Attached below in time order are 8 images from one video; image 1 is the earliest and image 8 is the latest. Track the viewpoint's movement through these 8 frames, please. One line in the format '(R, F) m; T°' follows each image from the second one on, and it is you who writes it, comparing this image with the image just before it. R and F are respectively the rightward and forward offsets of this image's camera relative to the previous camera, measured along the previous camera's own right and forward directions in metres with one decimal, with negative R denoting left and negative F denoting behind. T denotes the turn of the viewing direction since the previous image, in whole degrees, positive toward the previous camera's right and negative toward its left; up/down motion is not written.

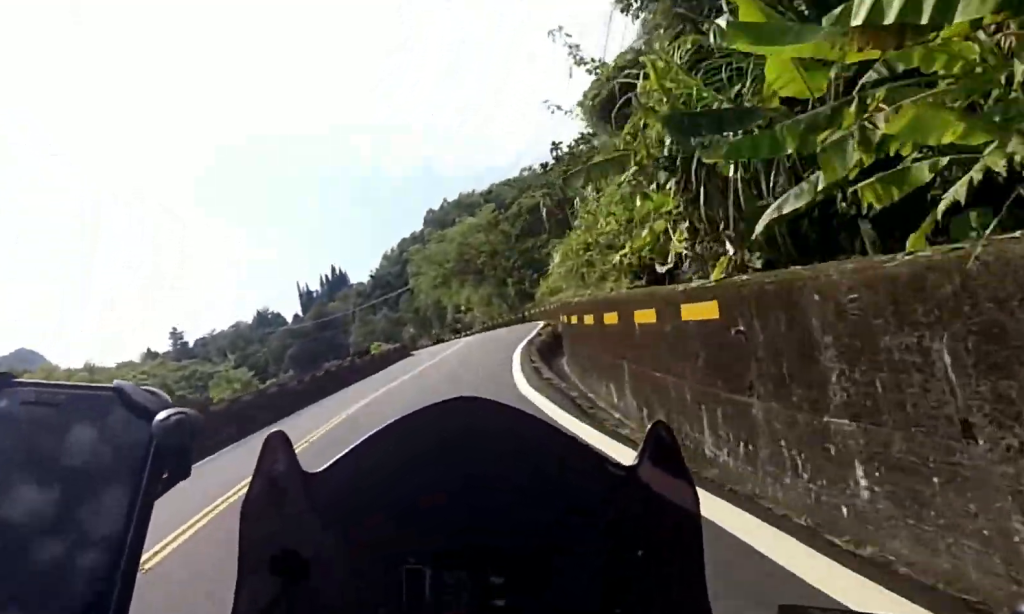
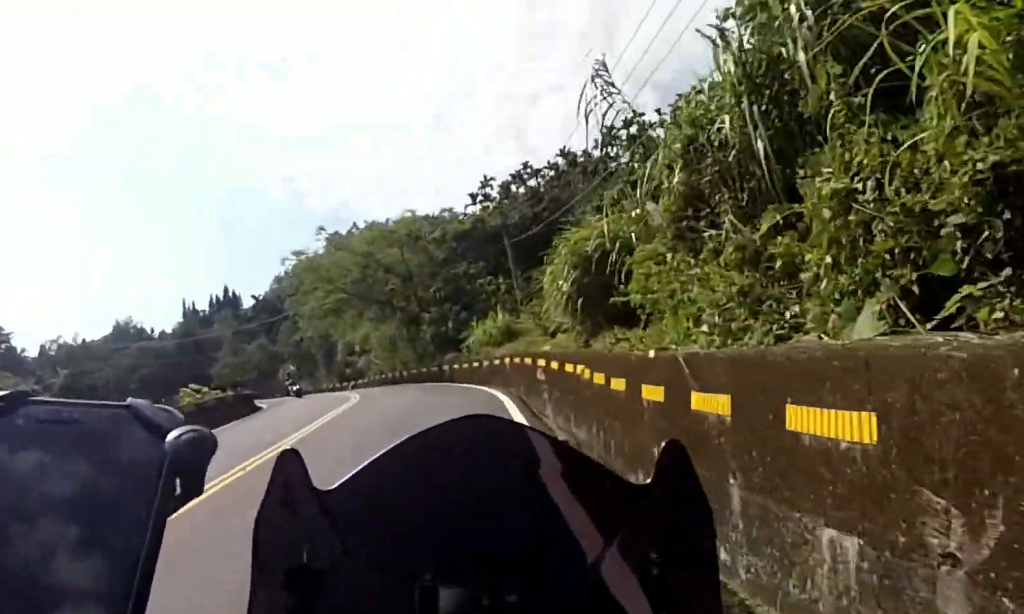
(+1.9, +15.3) m; +1°
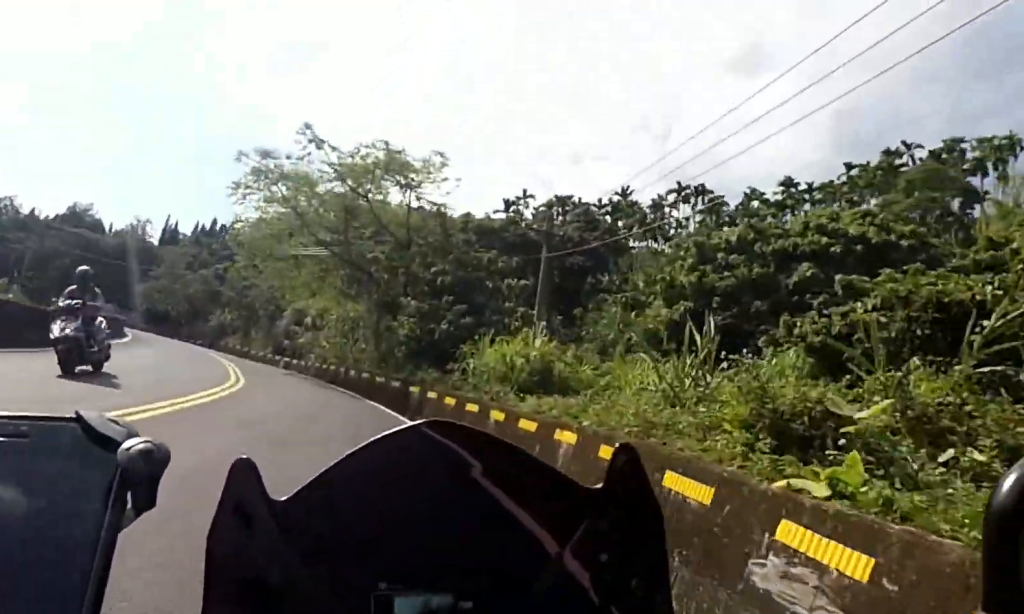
(-1.2, +11.3) m; -7°
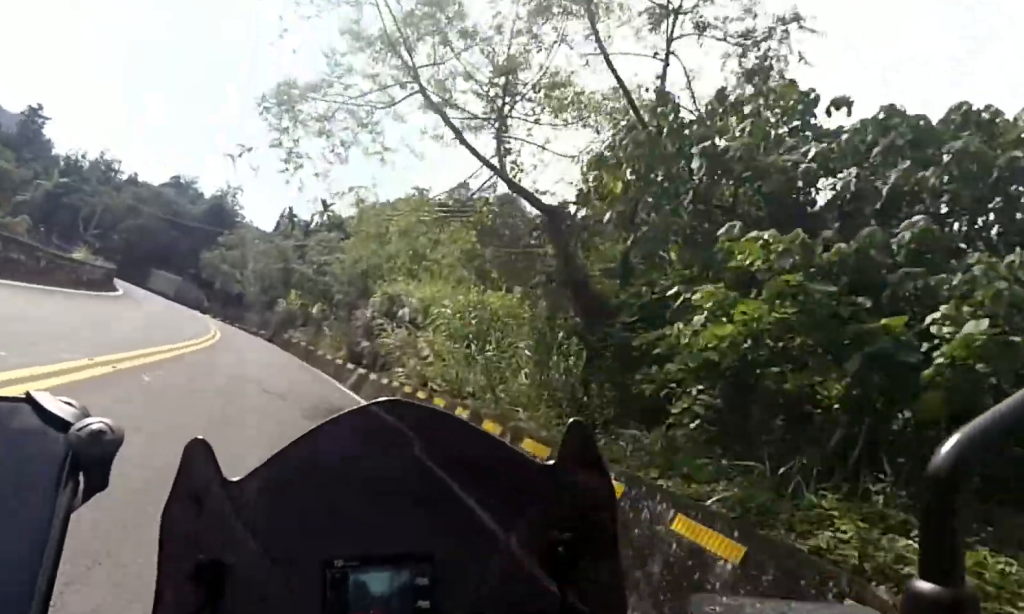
(-0.5, +14.5) m; -6°
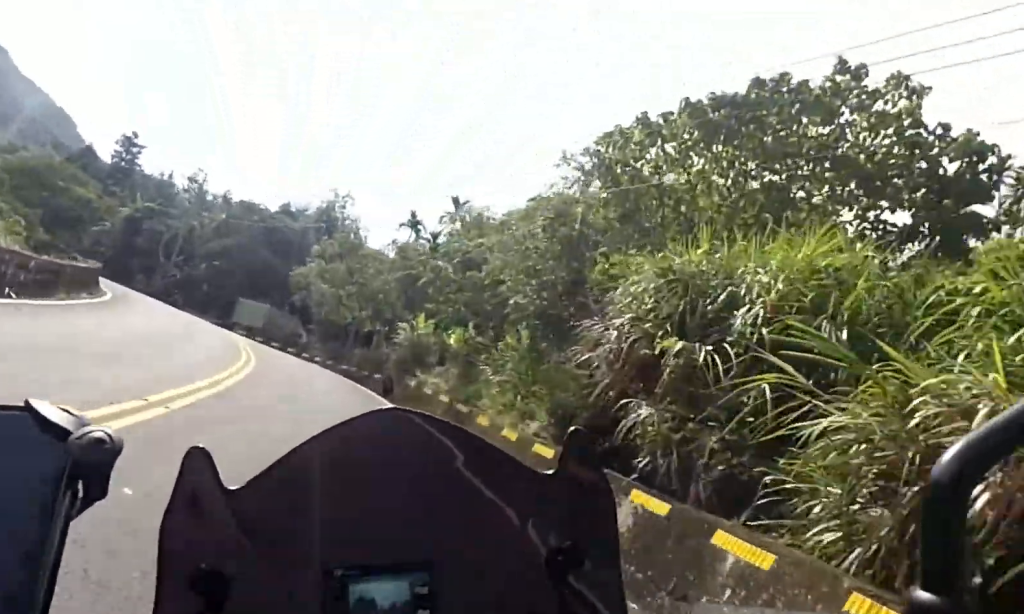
(-1.1, +14.6) m; -6°
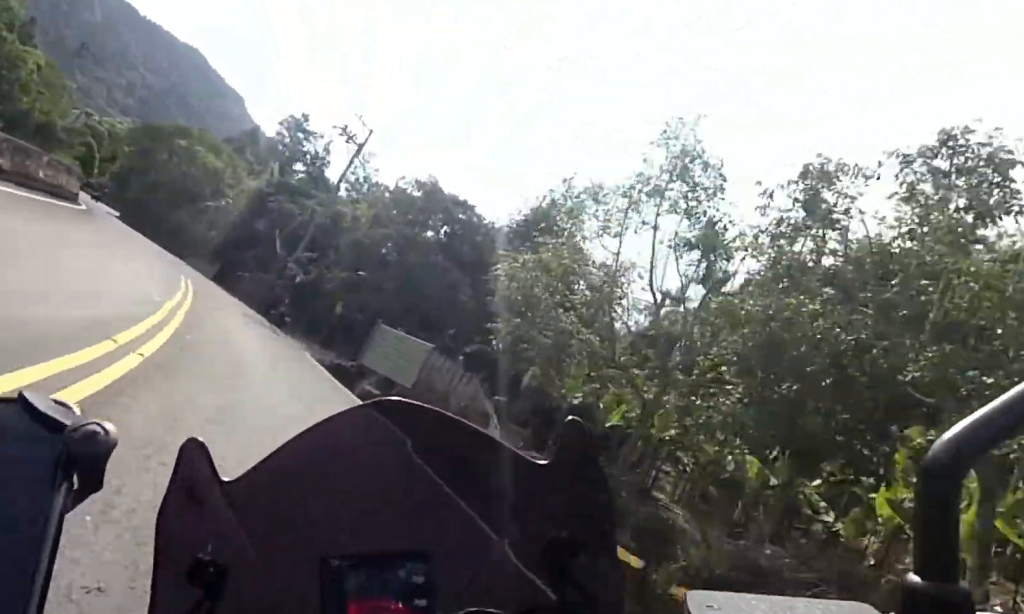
(-1.8, +19.2) m; -16°
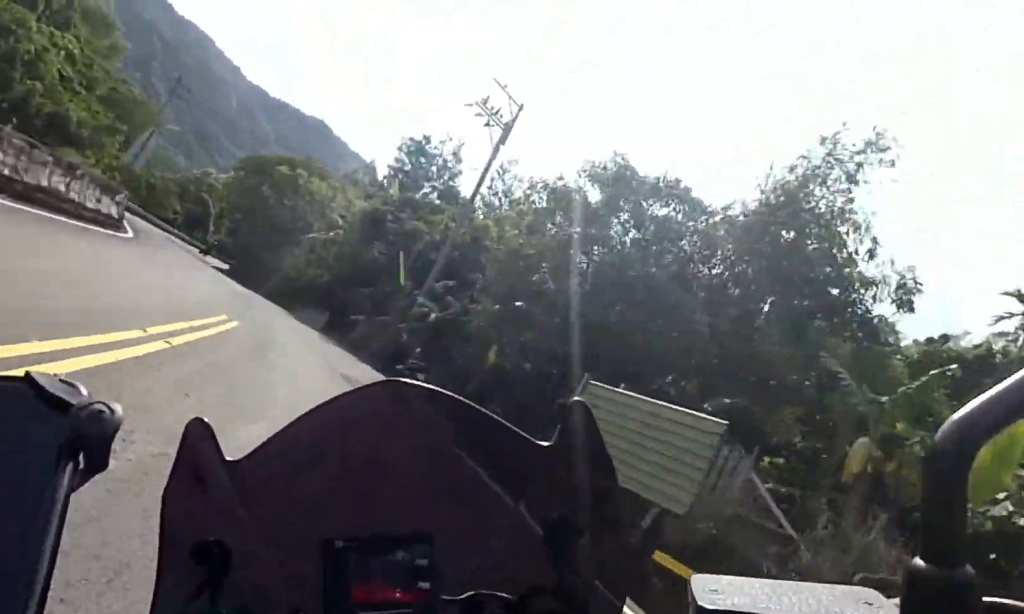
(-0.6, +9.1) m; -10°
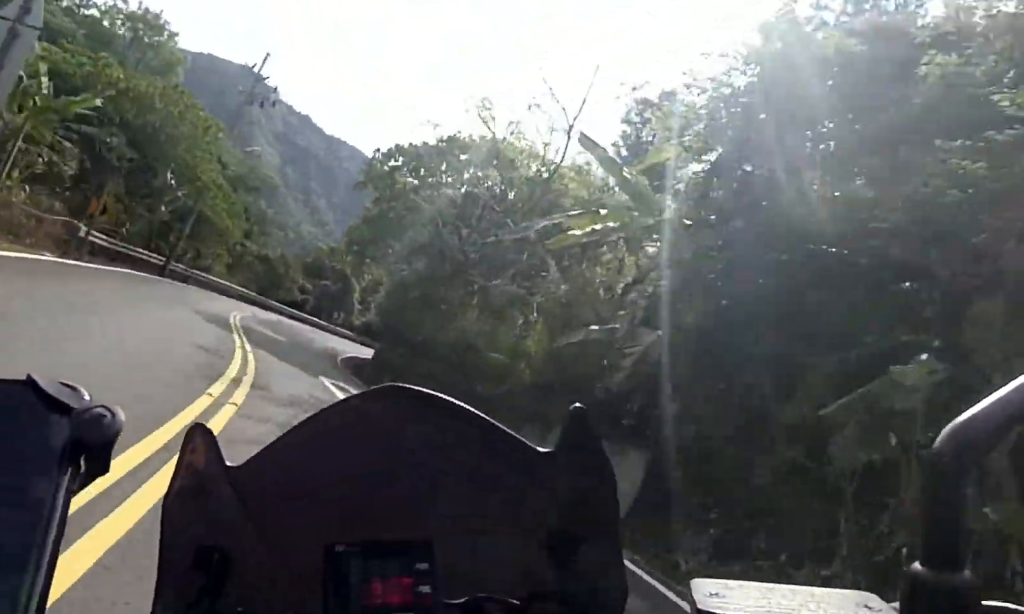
(-2.9, +17.8) m; -15°
